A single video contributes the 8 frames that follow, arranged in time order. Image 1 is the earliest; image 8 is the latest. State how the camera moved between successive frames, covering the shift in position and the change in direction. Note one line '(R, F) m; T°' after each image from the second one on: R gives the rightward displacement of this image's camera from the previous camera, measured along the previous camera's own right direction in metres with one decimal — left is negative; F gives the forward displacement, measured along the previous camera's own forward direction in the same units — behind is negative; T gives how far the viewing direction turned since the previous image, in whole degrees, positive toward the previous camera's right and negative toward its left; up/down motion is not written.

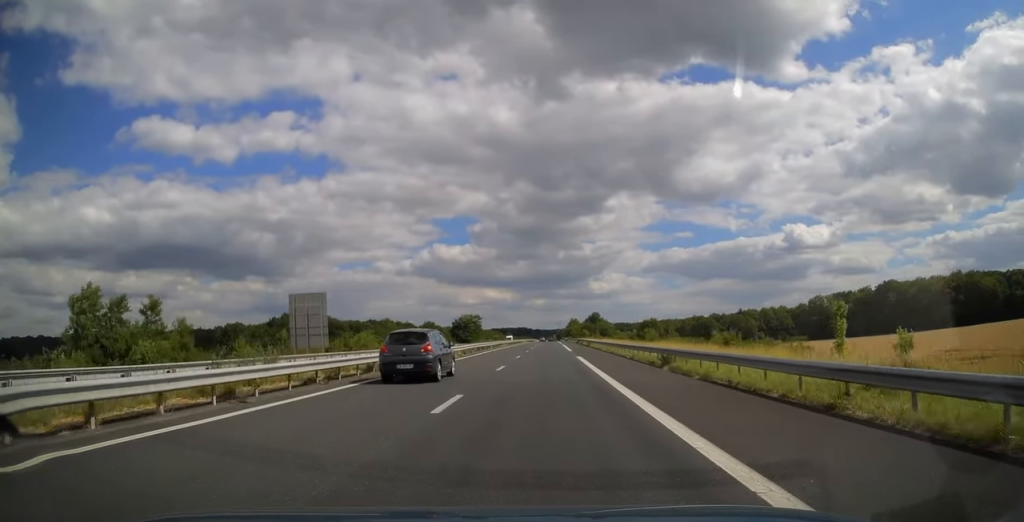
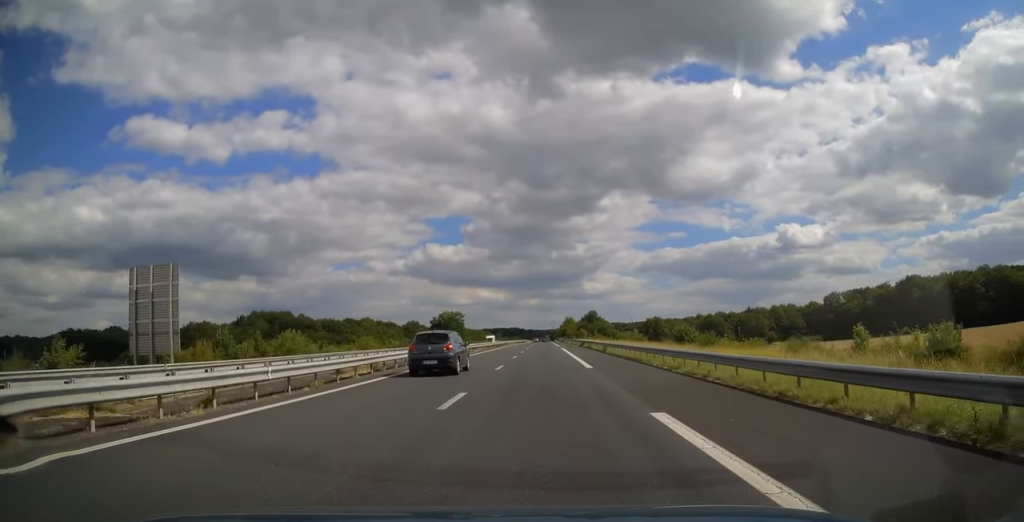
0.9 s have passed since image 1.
(+0.1, +25.9) m; 0°
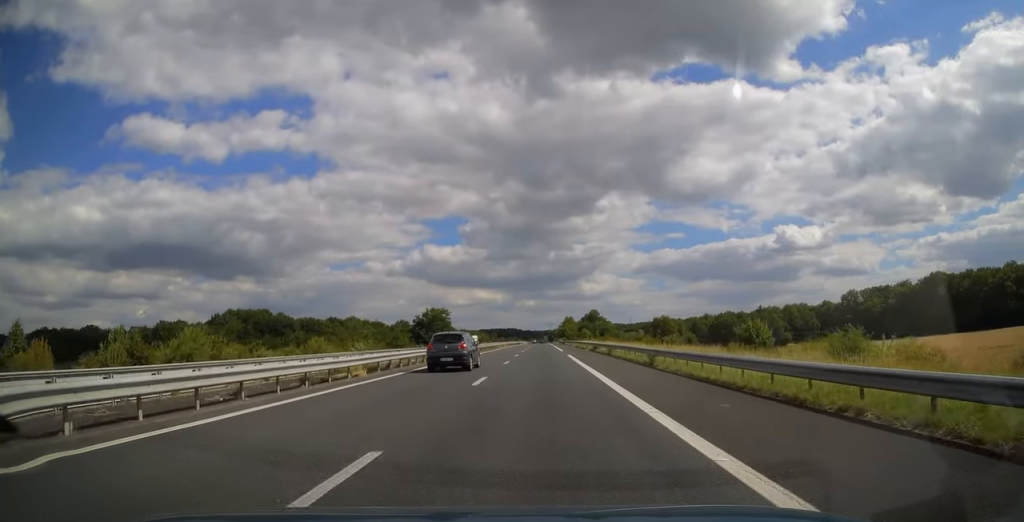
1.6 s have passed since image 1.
(+0.1, +20.6) m; 0°
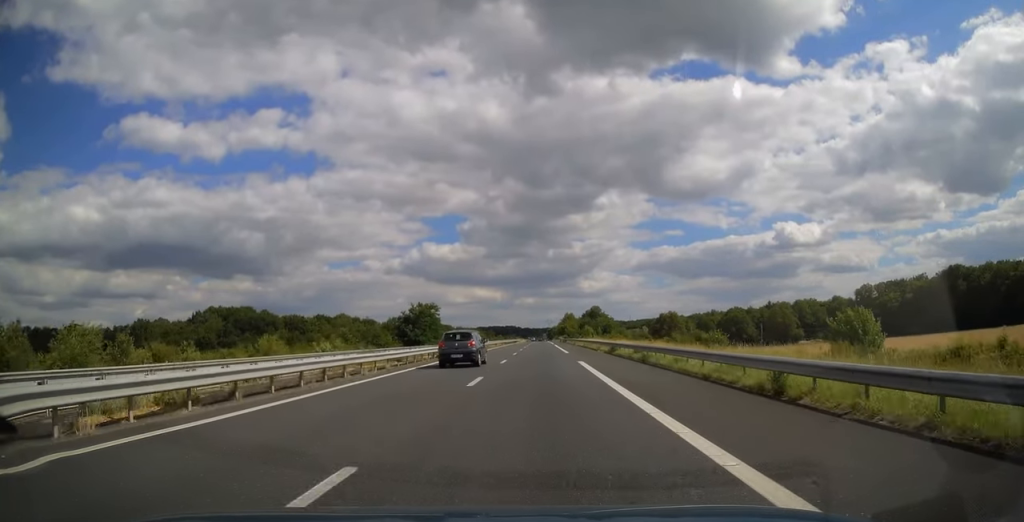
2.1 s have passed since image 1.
(0.0, +14.2) m; 0°
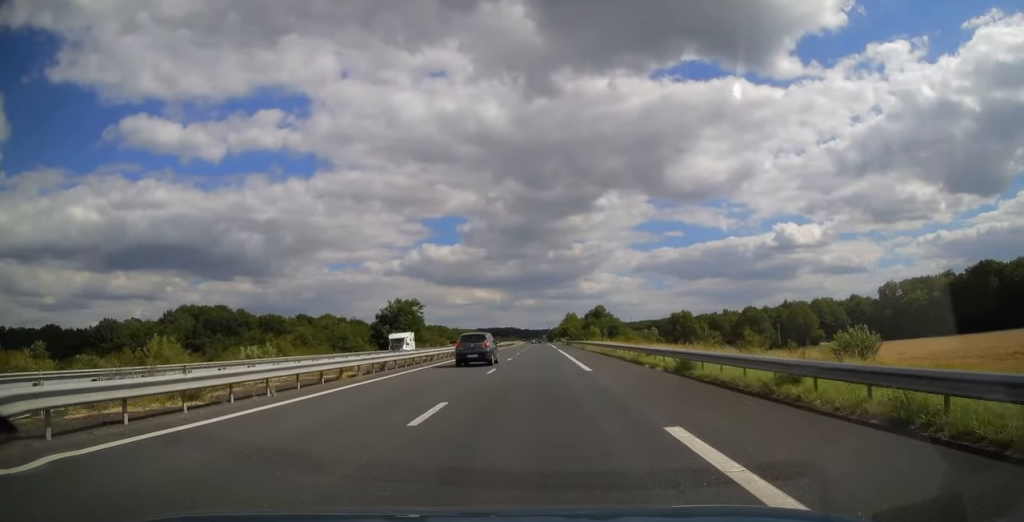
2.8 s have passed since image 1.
(0.0, +20.1) m; 0°
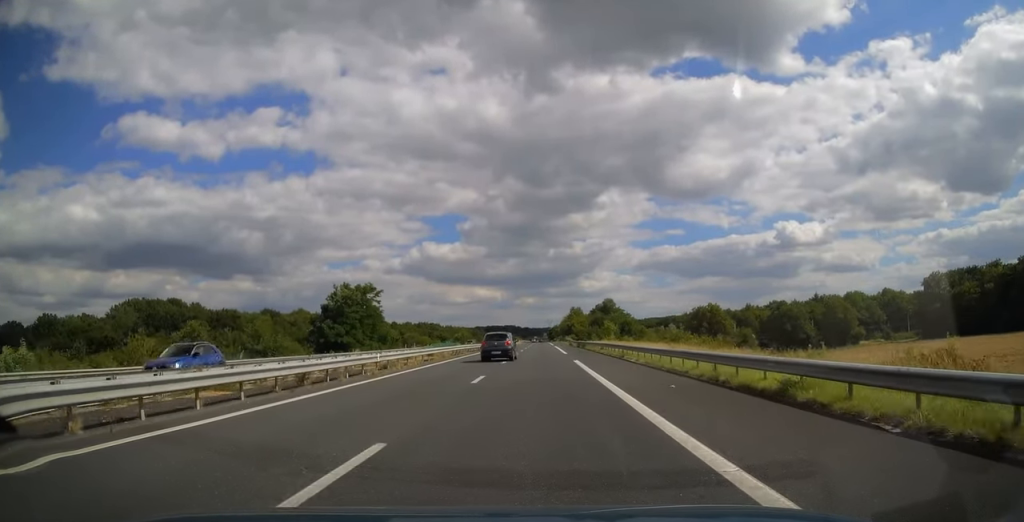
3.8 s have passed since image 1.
(0.0, +31.4) m; 0°
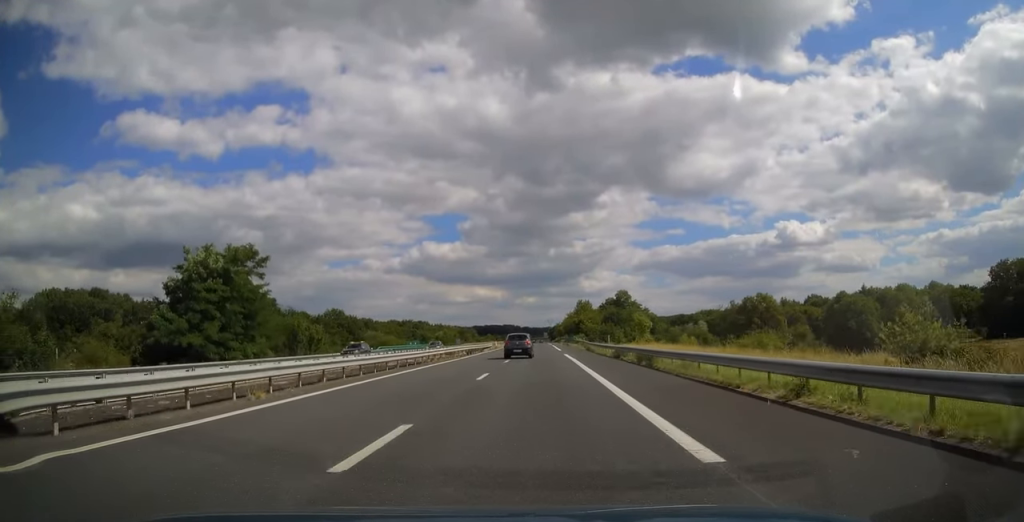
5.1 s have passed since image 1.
(-0.1, +38.4) m; 0°
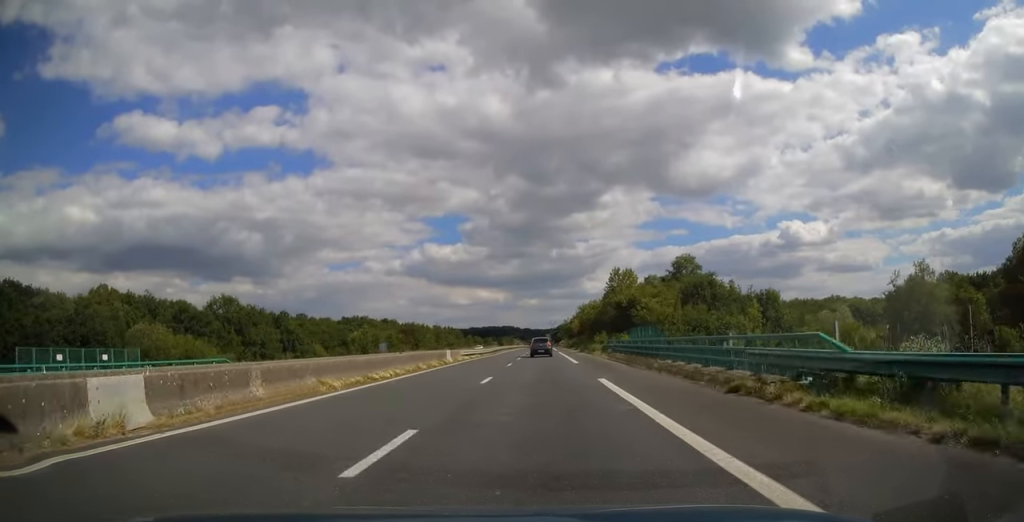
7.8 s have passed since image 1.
(-0.1, +79.9) m; 0°
